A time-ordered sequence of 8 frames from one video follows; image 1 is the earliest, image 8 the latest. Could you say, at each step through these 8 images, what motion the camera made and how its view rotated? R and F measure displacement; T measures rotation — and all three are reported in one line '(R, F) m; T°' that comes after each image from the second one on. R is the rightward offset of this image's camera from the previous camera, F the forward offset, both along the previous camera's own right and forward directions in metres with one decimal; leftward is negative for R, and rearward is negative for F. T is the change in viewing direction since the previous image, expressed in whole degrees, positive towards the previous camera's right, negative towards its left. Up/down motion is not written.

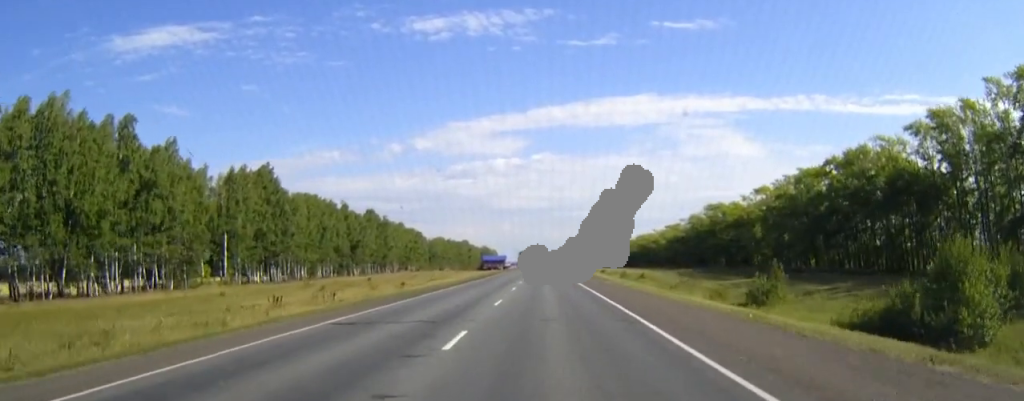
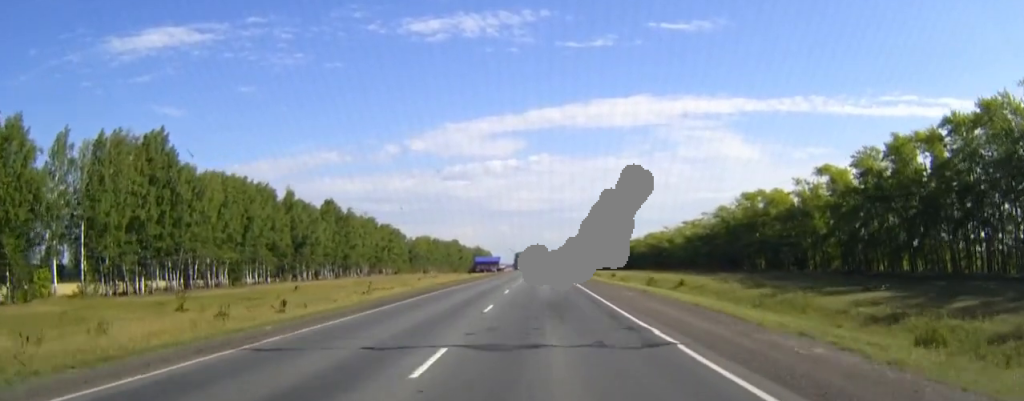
(+0.1, +38.5) m; 0°
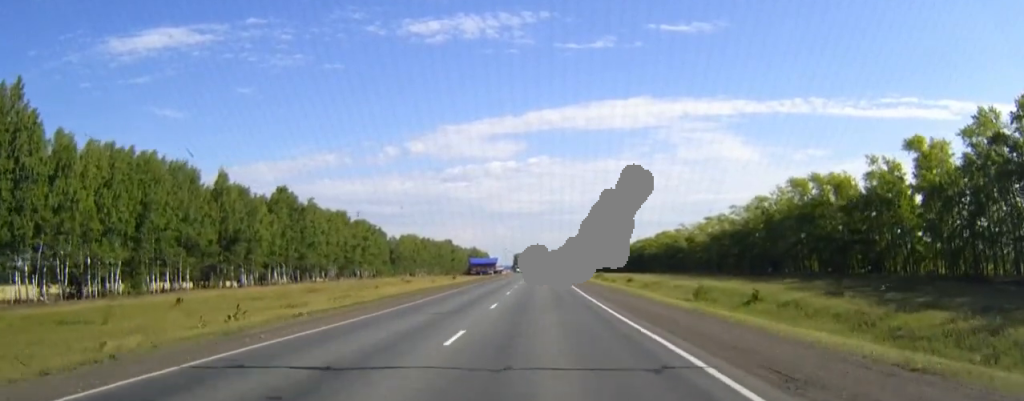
(0.0, +32.3) m; 0°
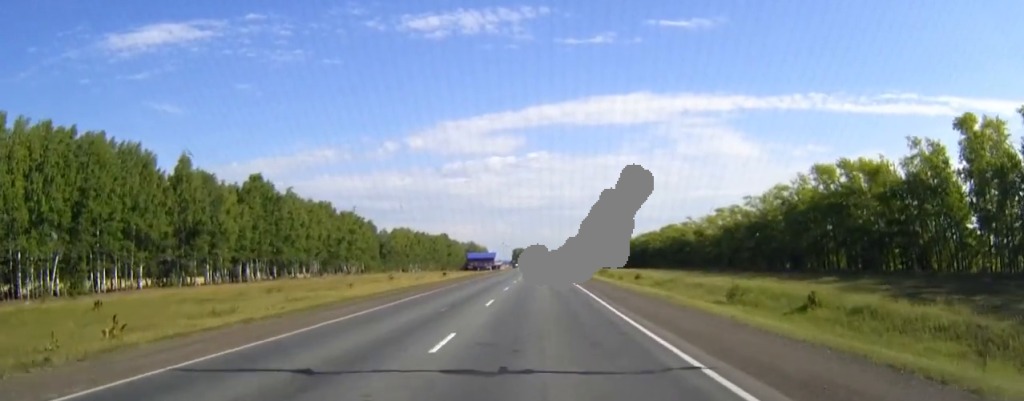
(0.0, +13.3) m; 0°
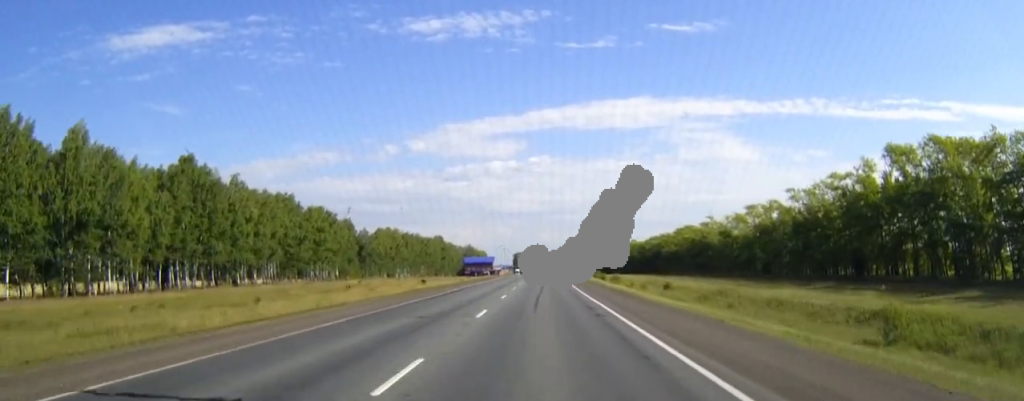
(0.0, +27.9) m; 0°
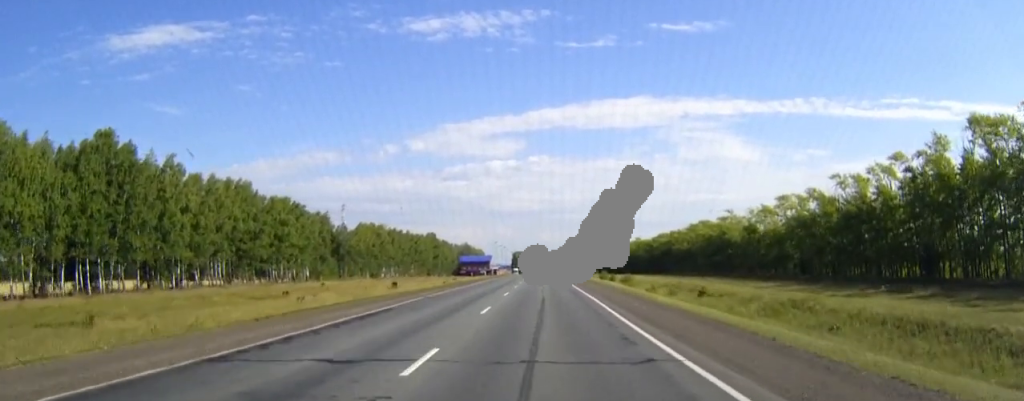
(0.0, +22.5) m; 0°
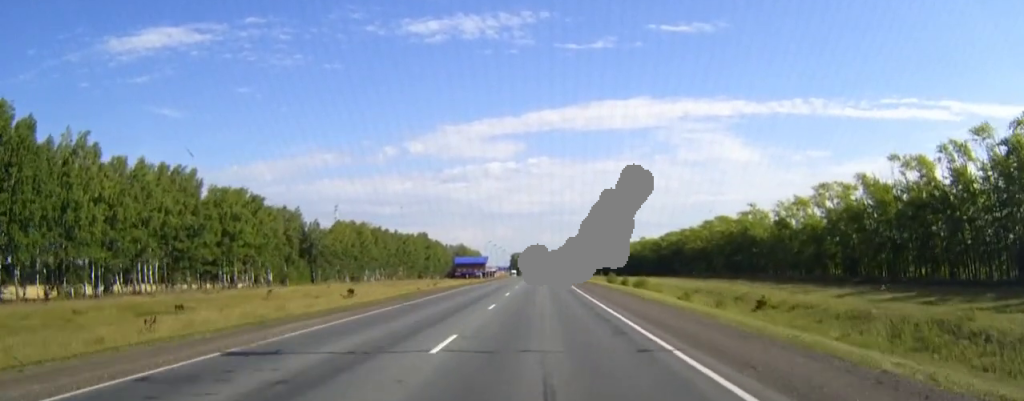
(0.0, +21.5) m; 0°
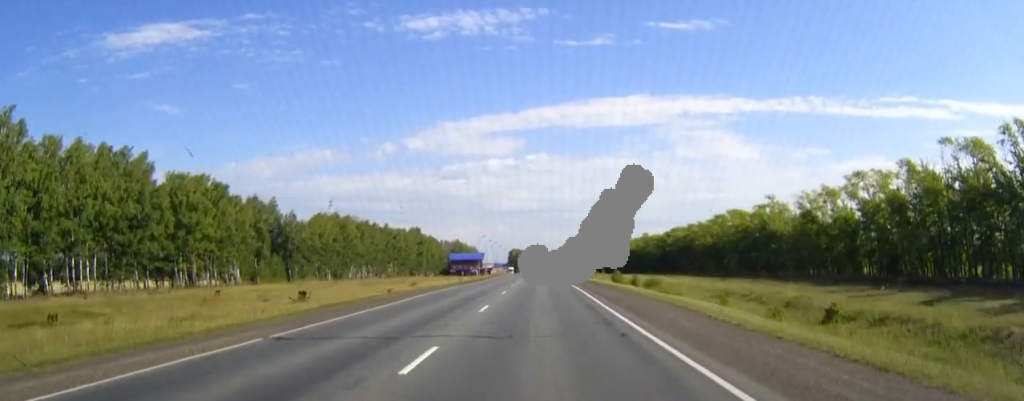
(0.0, +14.6) m; 0°
